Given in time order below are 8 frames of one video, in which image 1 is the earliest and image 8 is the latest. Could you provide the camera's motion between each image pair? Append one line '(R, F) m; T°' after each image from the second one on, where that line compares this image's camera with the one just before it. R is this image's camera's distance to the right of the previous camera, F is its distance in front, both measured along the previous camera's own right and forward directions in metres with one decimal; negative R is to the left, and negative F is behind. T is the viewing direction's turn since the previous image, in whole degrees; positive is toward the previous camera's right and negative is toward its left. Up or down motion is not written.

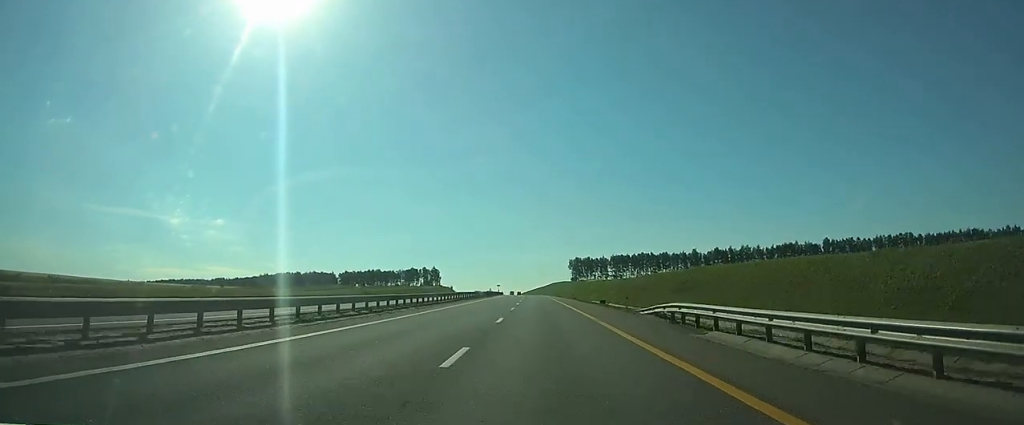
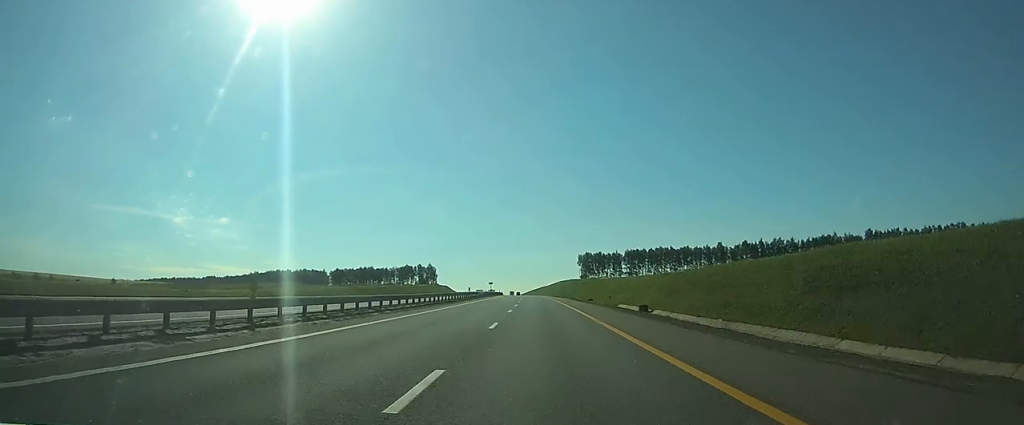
(0.0, +38.8) m; 0°
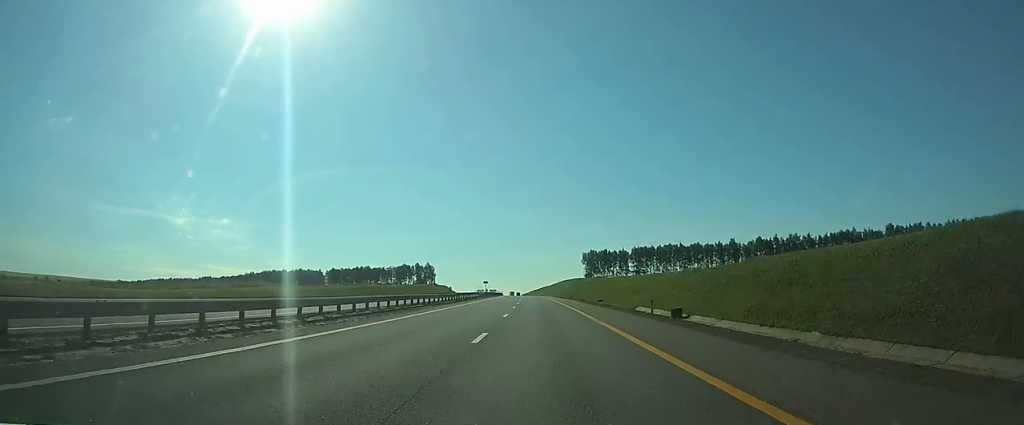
(0.0, +16.3) m; 0°
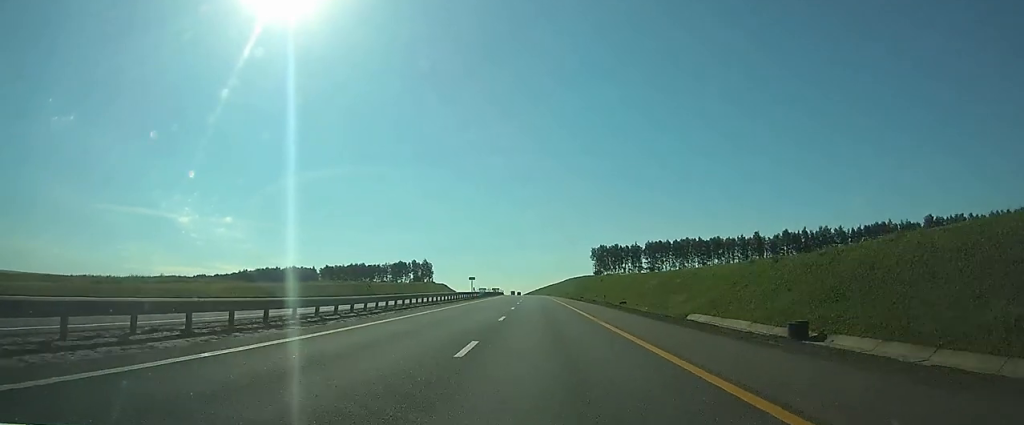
(-0.1, +26.3) m; -1°
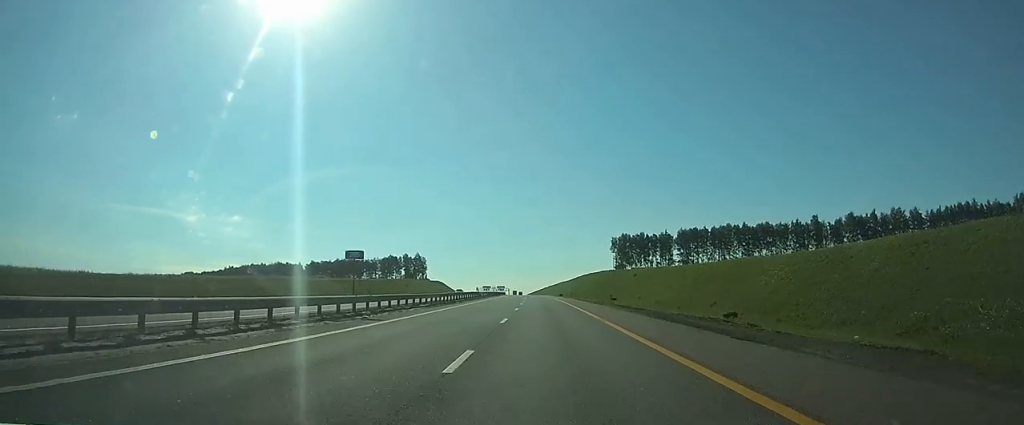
(-0.3, +49.0) m; -1°
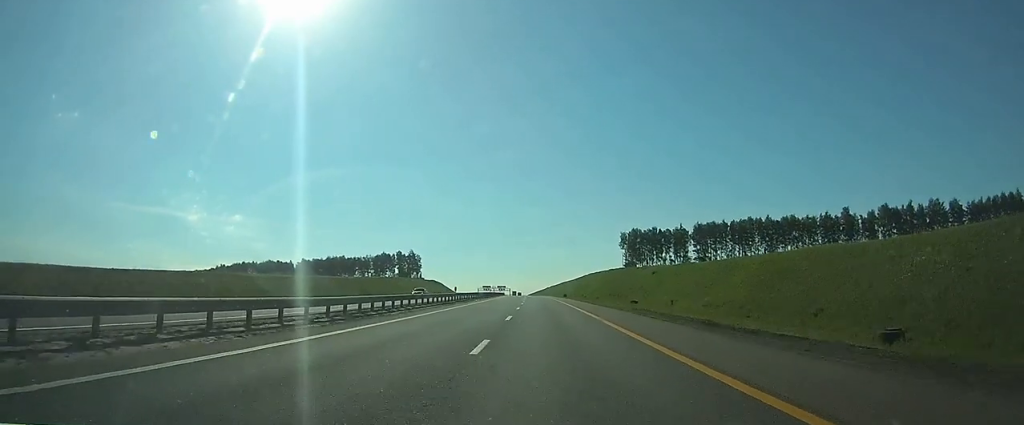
(-0.1, +21.0) m; 0°
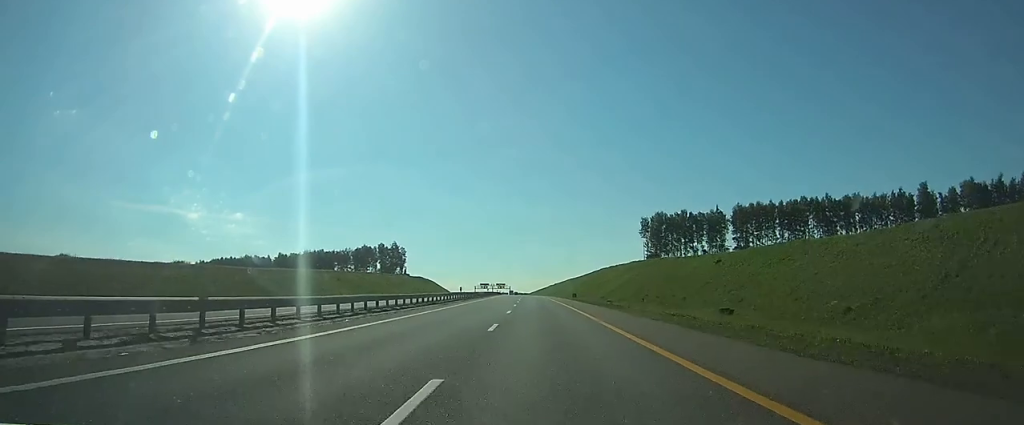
(-0.2, +41.6) m; -1°
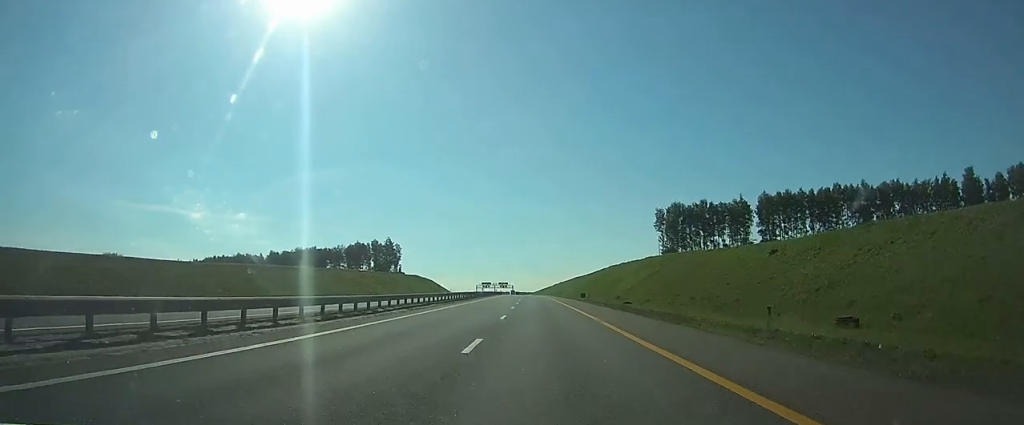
(0.0, +17.7) m; 0°
